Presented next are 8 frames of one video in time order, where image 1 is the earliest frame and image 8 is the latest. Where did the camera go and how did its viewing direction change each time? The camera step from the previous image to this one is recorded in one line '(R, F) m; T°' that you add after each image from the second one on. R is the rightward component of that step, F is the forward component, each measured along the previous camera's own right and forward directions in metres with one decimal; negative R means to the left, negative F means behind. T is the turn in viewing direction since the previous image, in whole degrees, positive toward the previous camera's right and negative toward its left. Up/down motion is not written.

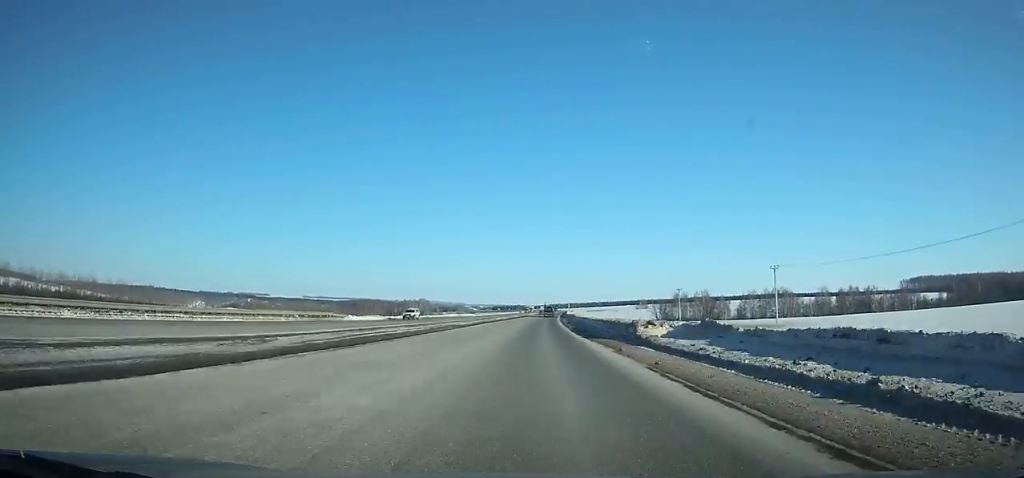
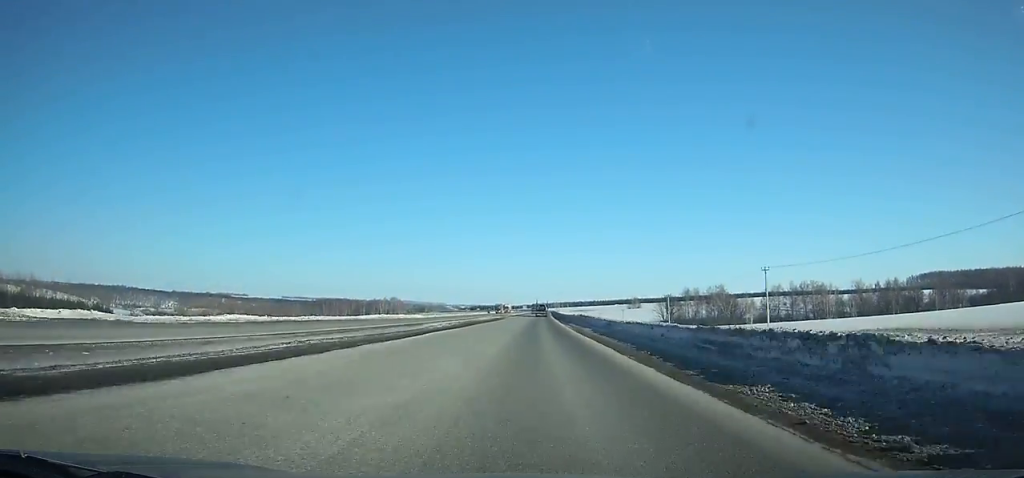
(+0.7, +60.8) m; +1°
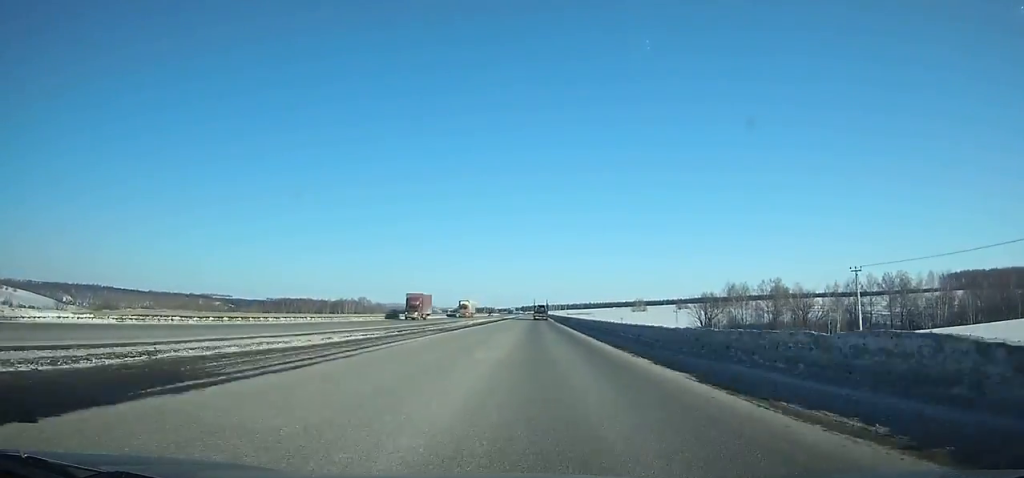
(+1.2, +78.7) m; +1°
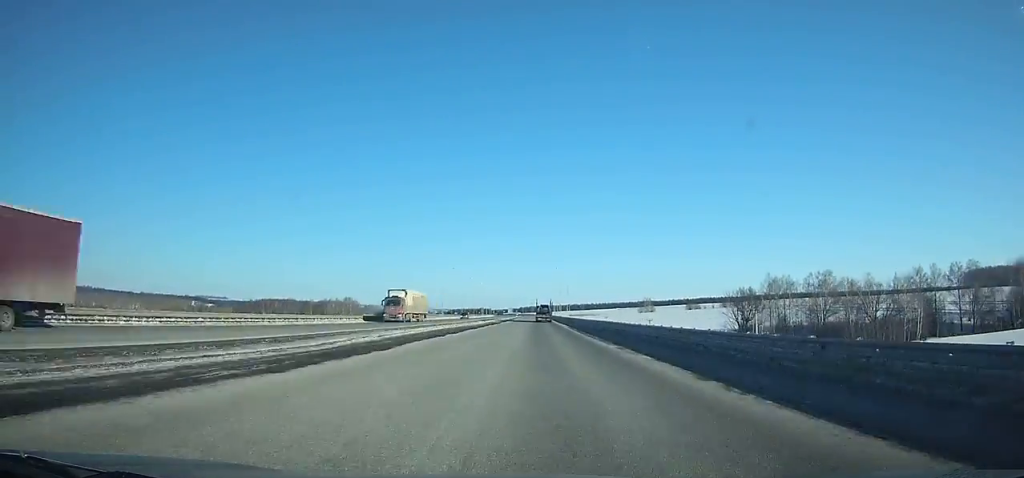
(+0.2, +38.9) m; 0°
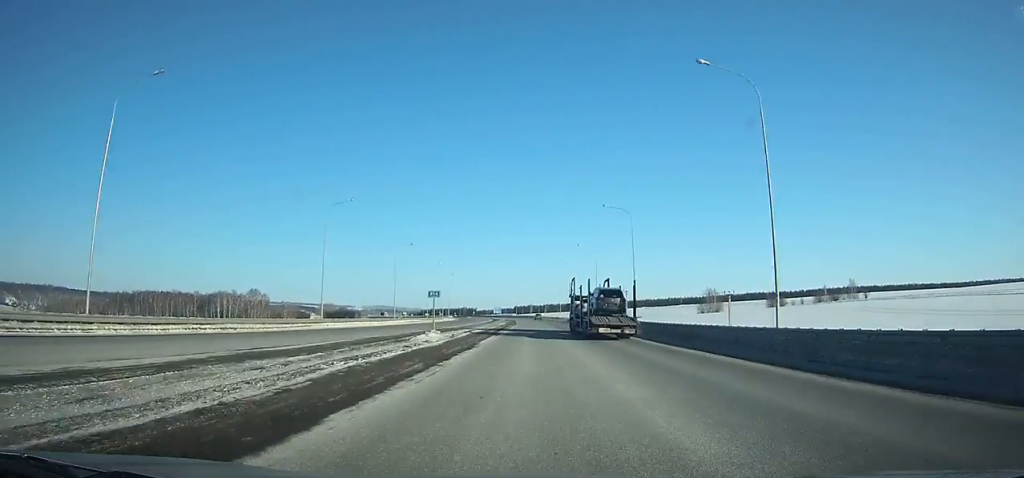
(+0.7, +186.5) m; 0°
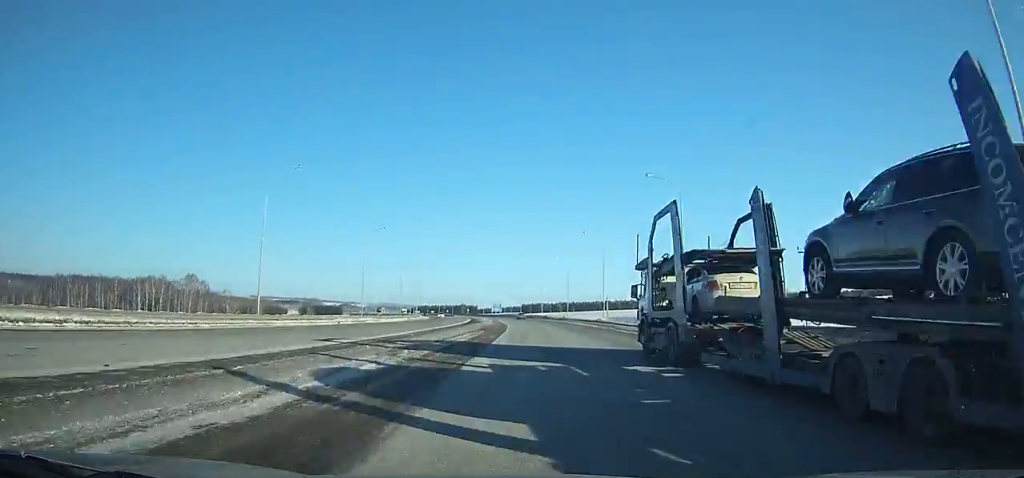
(-0.3, +84.1) m; -1°
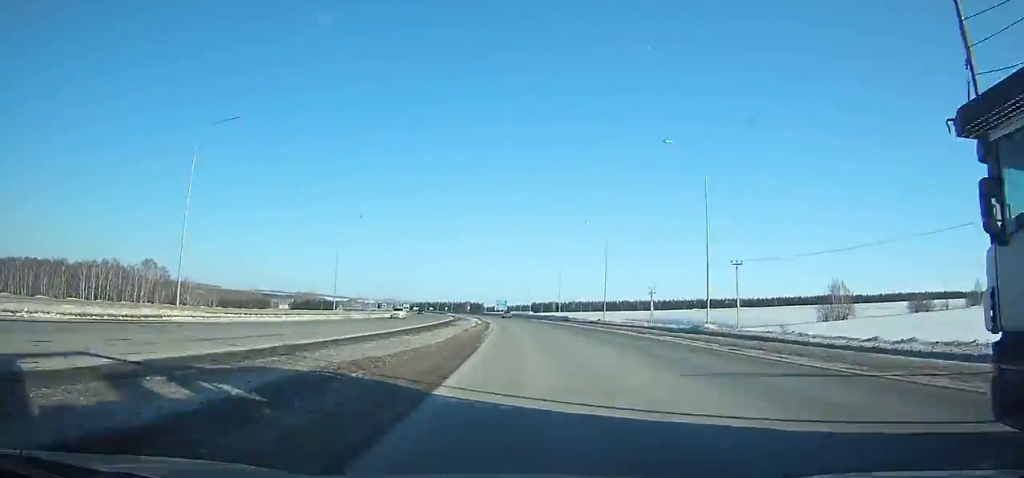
(+0.3, +47.6) m; -1°
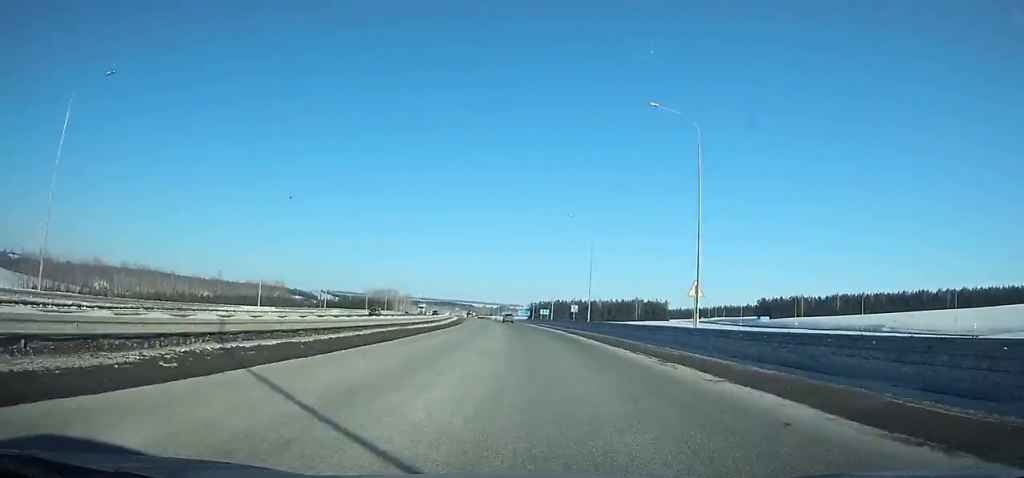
(-23.9, +217.9) m; -14°
